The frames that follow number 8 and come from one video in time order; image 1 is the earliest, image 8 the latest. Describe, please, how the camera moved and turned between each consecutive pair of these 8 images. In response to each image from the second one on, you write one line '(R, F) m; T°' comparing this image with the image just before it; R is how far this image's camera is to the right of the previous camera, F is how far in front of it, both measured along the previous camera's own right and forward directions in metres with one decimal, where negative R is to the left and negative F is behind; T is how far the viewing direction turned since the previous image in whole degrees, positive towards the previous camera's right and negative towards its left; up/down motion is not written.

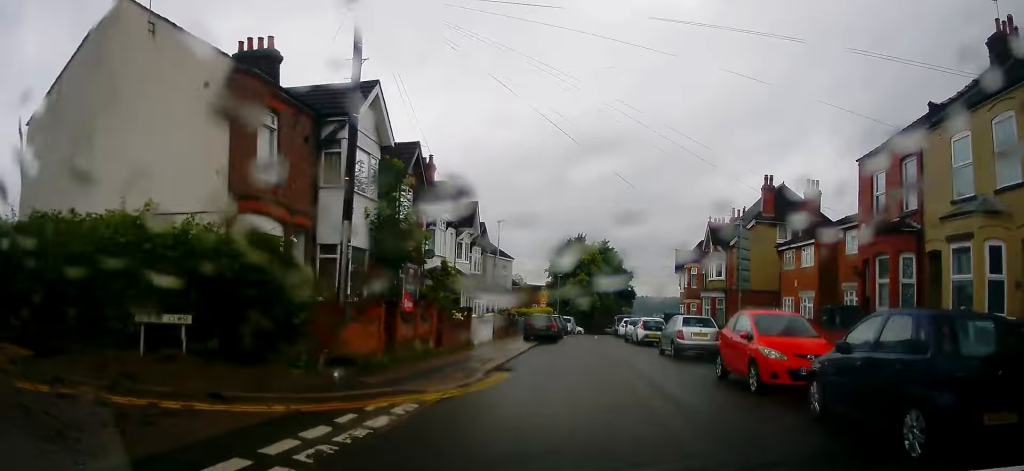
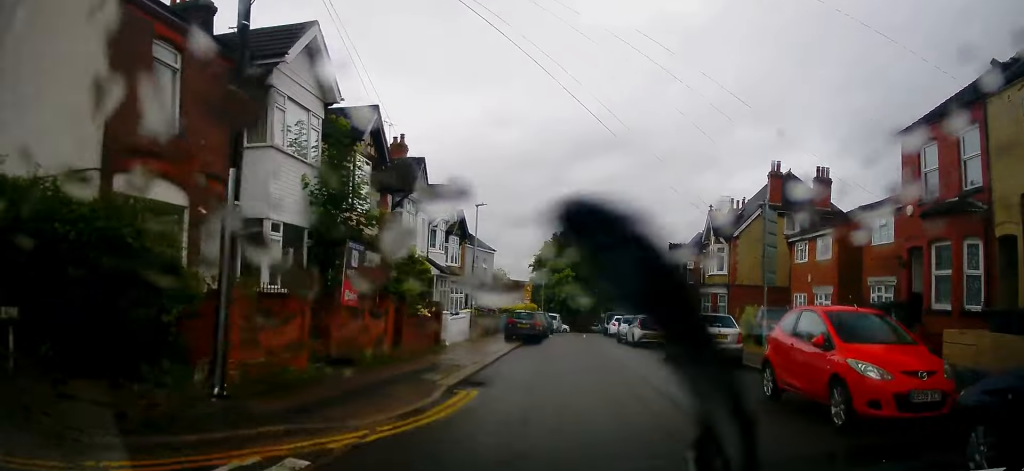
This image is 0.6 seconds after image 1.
(+0.1, +3.4) m; +1°
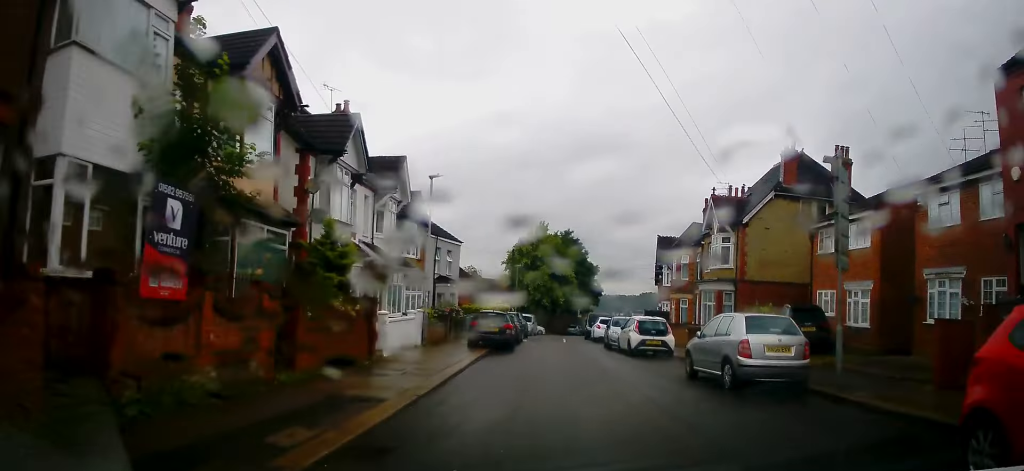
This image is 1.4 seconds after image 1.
(-0.2, +5.3) m; +4°
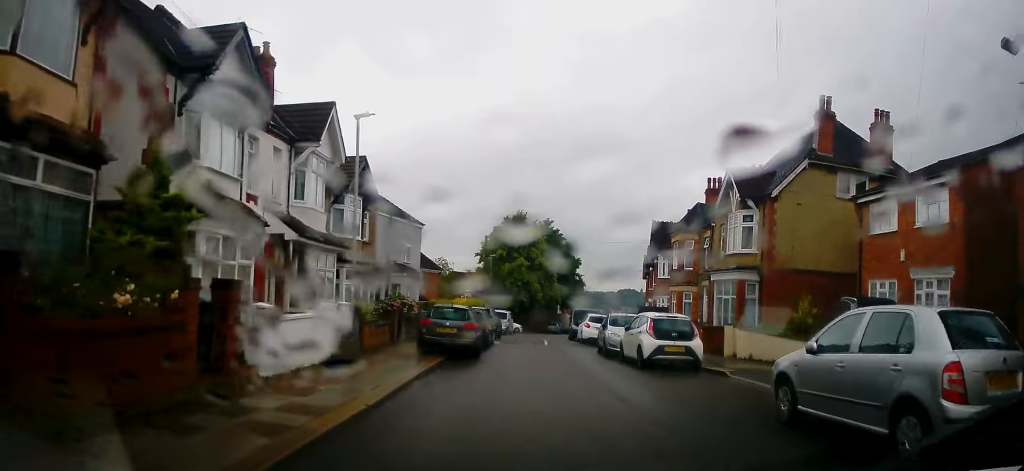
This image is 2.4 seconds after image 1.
(+0.7, +6.1) m; +5°
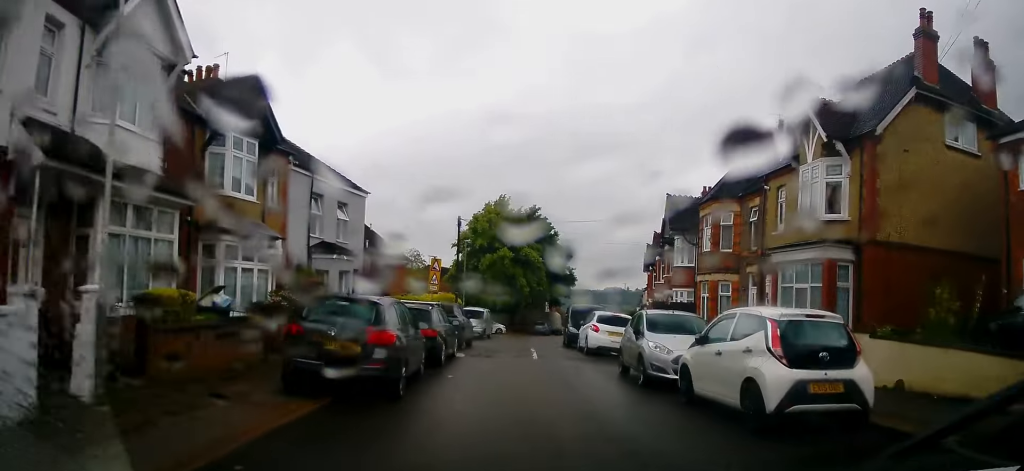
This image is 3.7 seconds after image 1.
(-0.3, +8.5) m; -3°
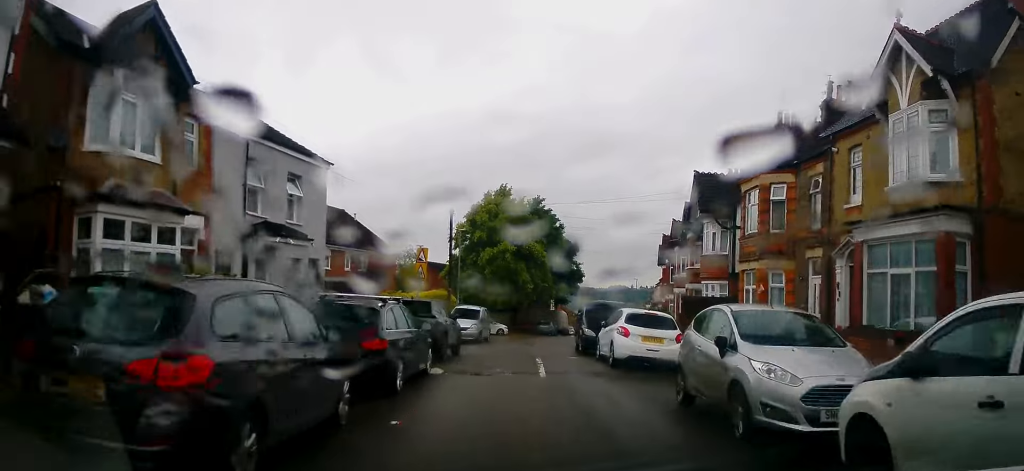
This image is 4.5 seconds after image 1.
(-0.1, +4.9) m; 0°
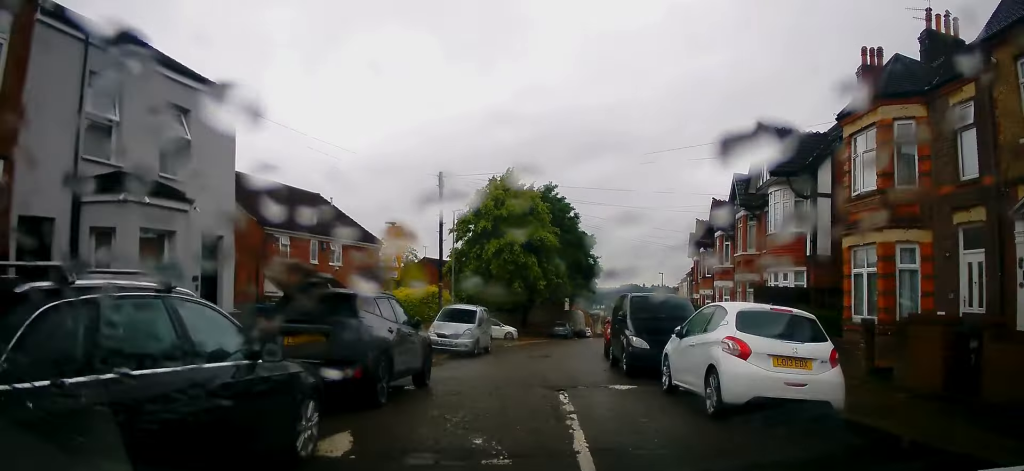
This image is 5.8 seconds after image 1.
(+0.3, +7.0) m; +3°
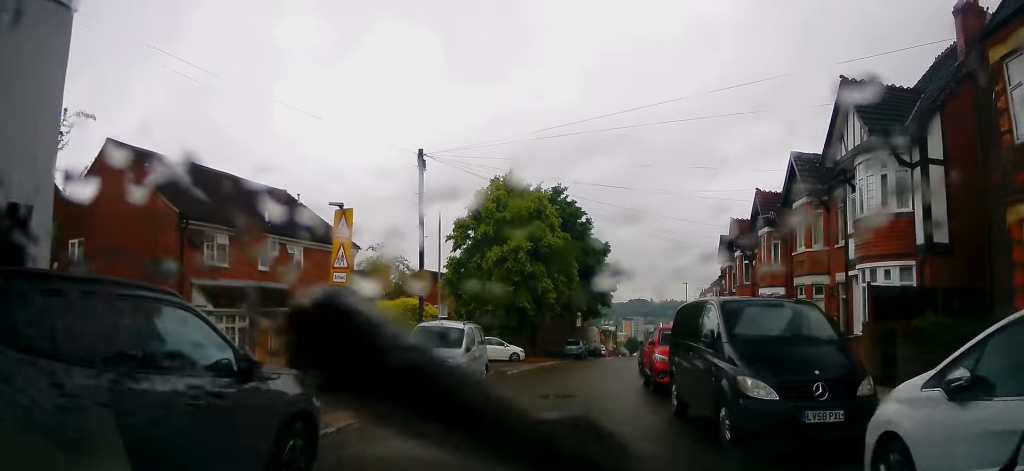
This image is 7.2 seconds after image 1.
(0.0, +6.3) m; -5°
